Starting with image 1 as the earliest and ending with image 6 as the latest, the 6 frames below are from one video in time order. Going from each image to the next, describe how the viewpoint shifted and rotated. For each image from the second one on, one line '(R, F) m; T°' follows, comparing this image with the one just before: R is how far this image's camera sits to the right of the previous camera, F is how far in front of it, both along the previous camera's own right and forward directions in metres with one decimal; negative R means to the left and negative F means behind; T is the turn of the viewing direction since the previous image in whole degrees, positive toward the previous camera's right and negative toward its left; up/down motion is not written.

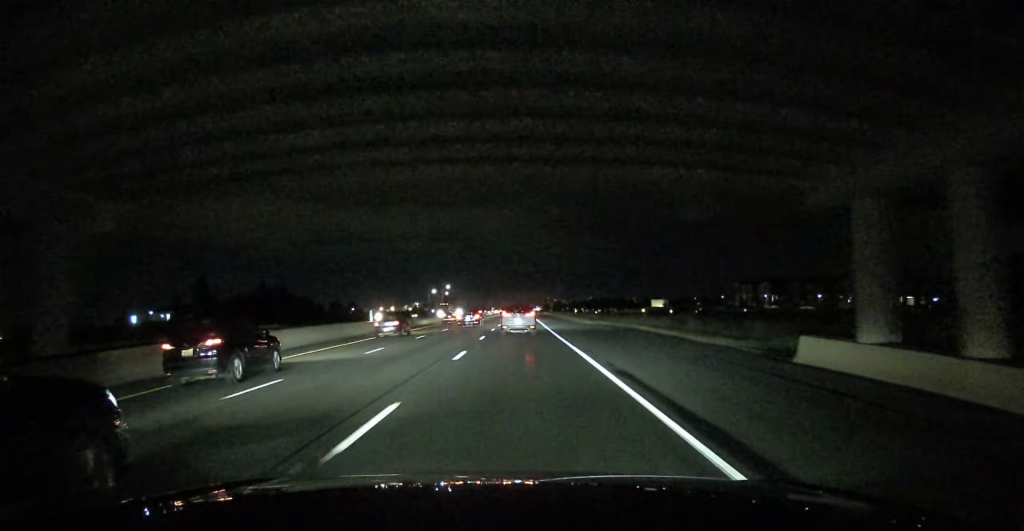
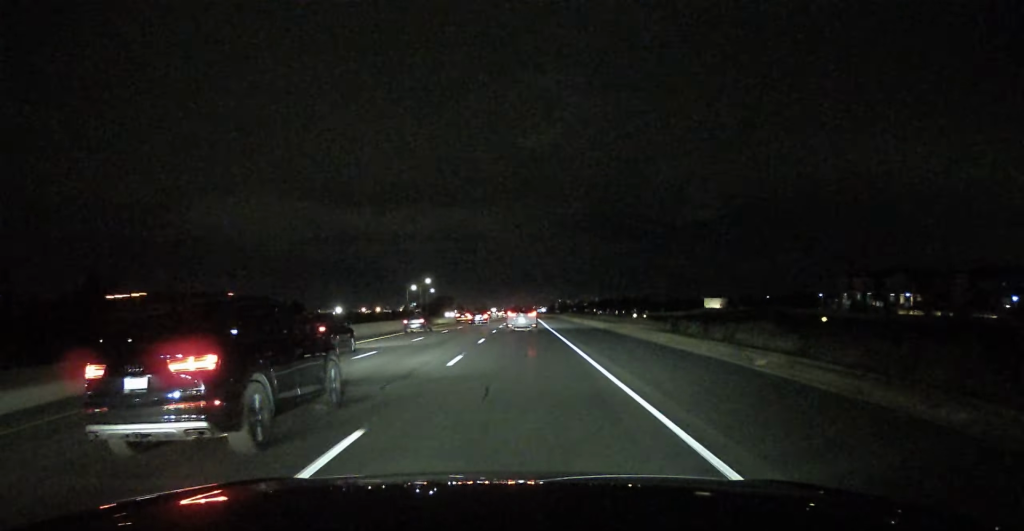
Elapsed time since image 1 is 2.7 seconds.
(0.0, +75.7) m; 0°
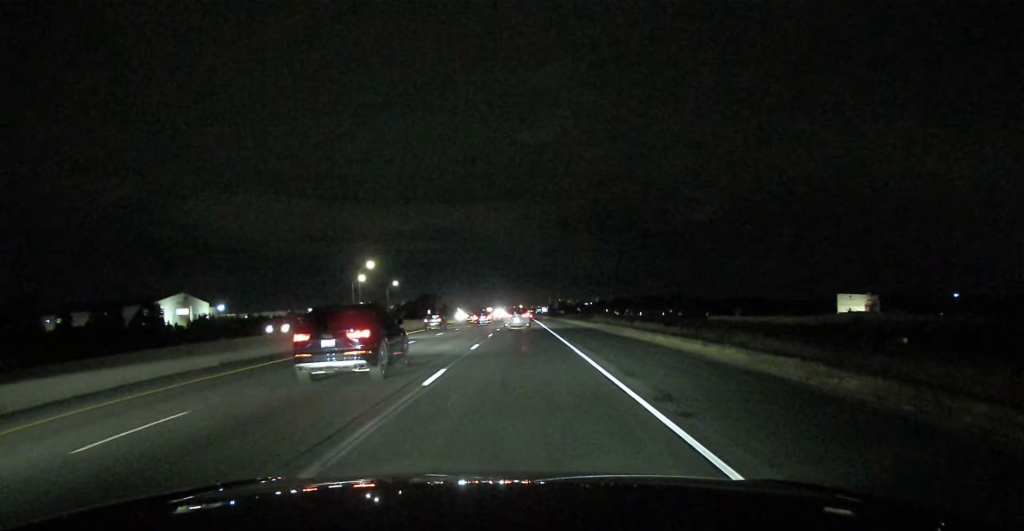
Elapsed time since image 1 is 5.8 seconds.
(+0.2, +90.9) m; 0°
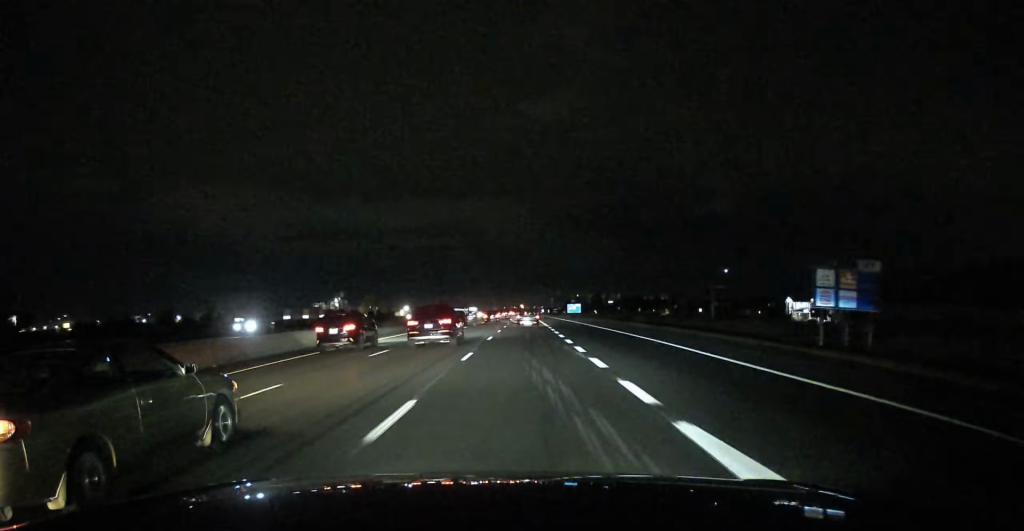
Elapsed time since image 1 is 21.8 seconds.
(+0.1, +482.0) m; 0°
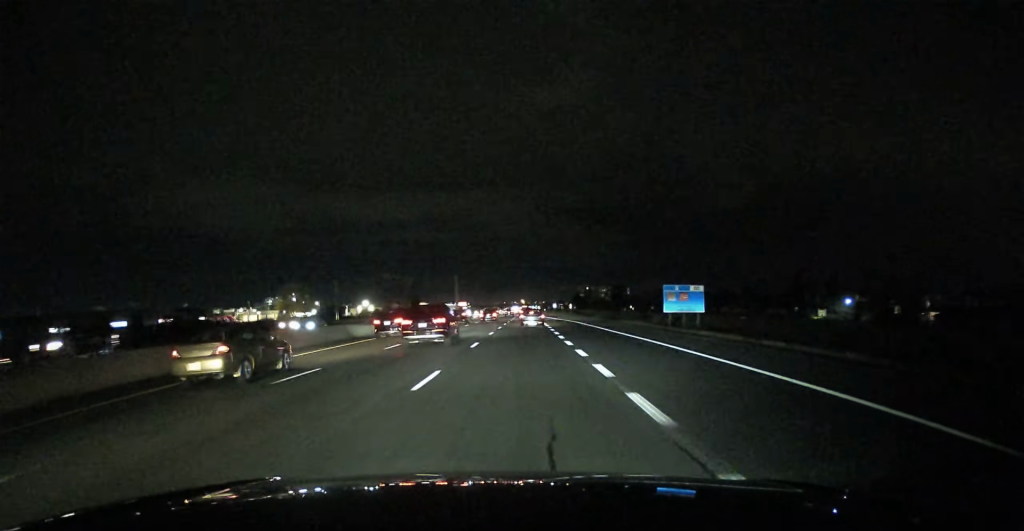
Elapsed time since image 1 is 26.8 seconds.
(-0.4, +153.6) m; 0°
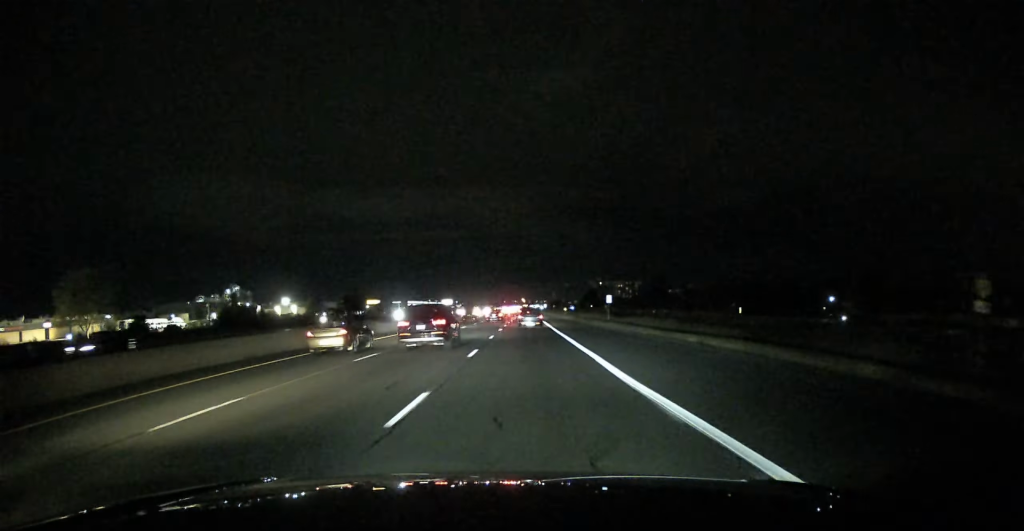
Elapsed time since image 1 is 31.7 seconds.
(-0.3, +152.4) m; 0°
